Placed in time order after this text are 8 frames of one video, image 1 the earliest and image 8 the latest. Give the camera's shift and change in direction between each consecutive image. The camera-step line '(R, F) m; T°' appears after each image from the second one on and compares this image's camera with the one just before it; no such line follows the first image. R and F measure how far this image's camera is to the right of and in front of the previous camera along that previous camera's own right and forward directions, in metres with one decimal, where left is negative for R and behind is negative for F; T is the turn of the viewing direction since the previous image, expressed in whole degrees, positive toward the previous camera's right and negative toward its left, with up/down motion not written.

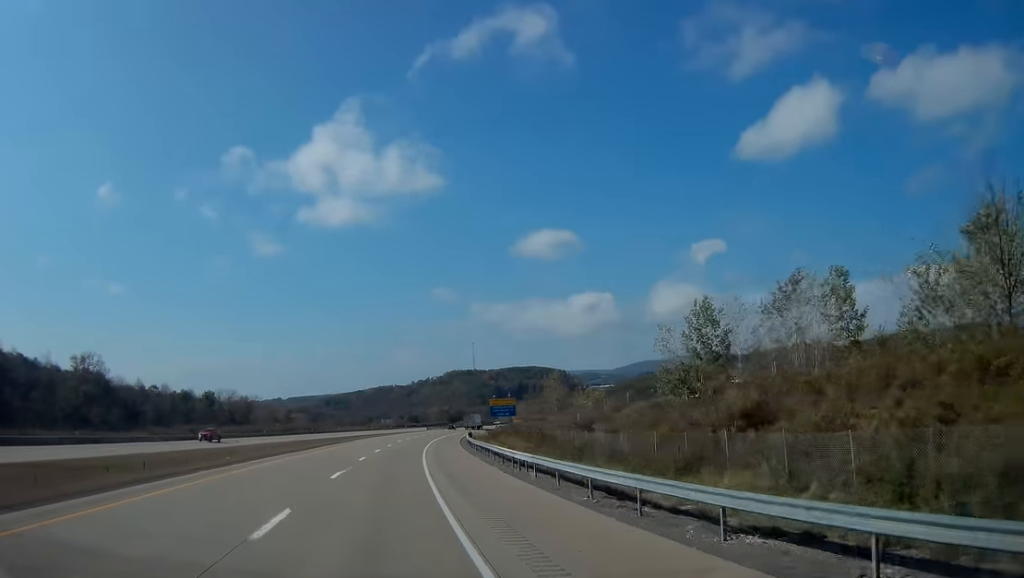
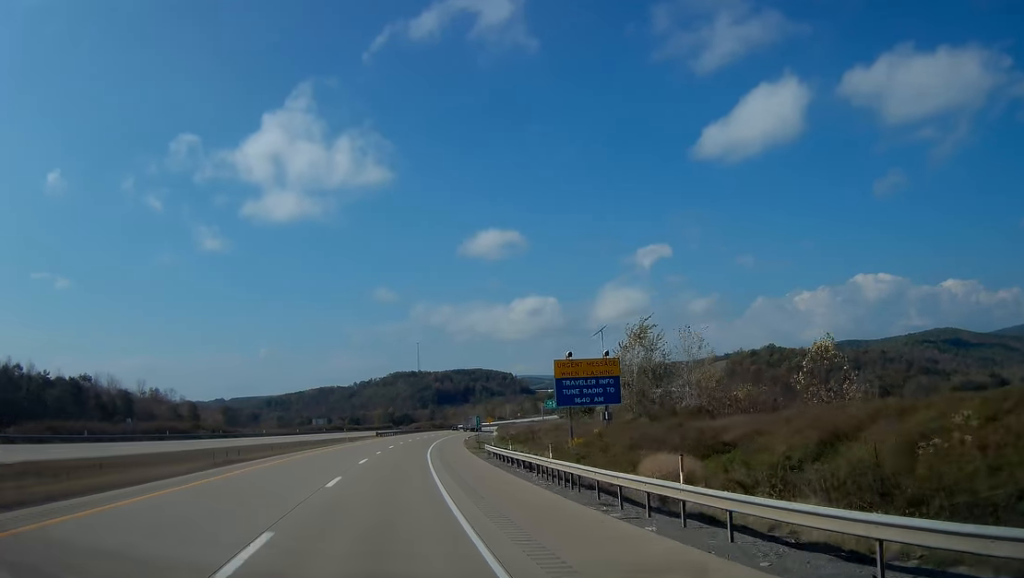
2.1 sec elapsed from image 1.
(+2.9, +63.0) m; +6°
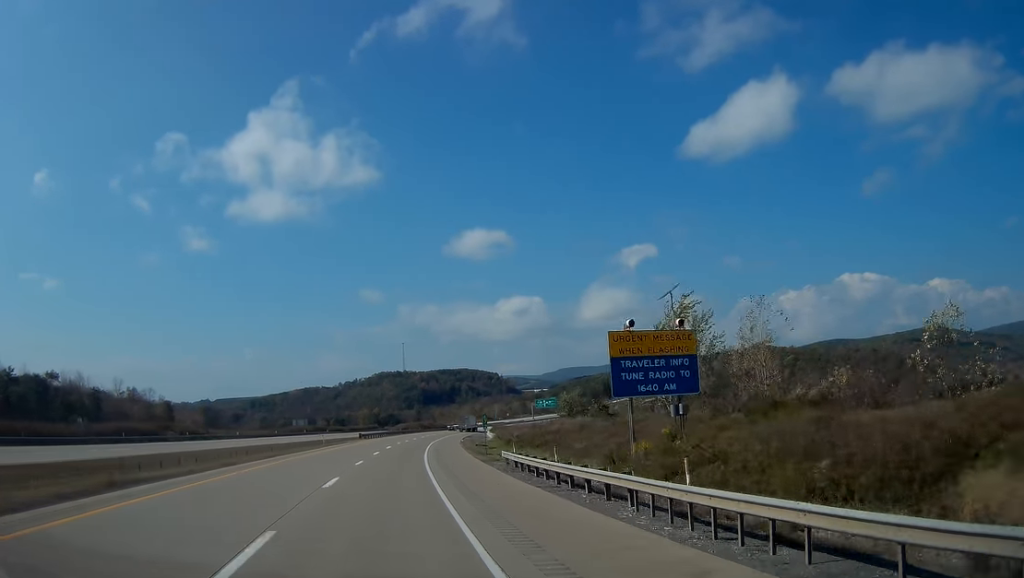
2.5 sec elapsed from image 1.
(+0.1, +12.0) m; +1°
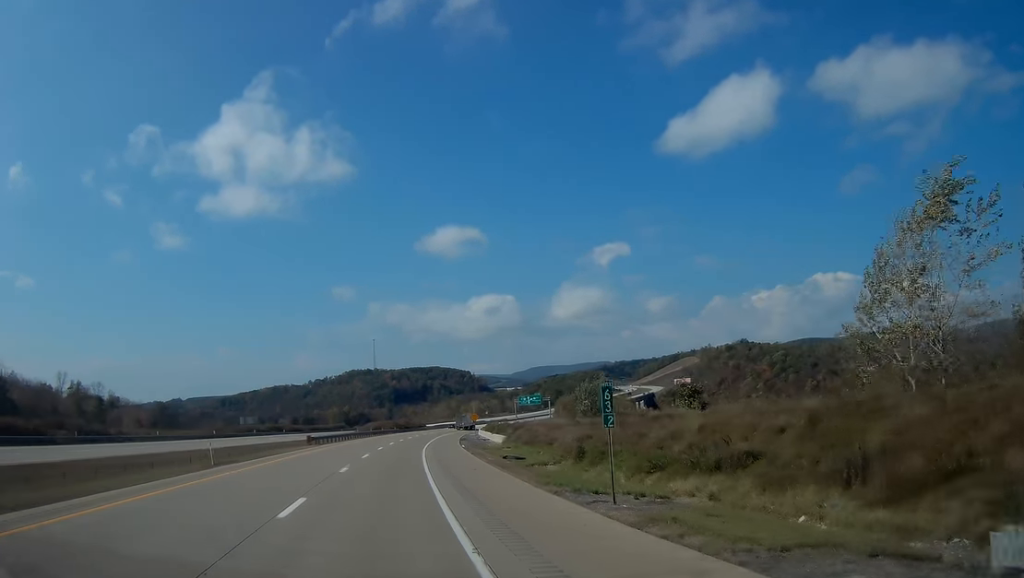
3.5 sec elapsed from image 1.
(+0.6, +30.9) m; +3°
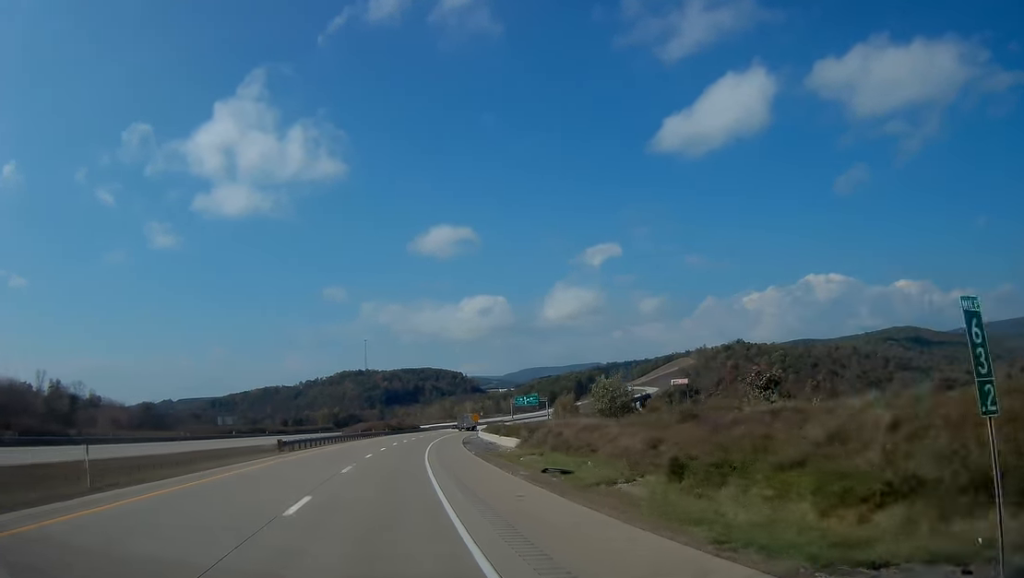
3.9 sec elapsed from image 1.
(+0.3, +11.9) m; +1°
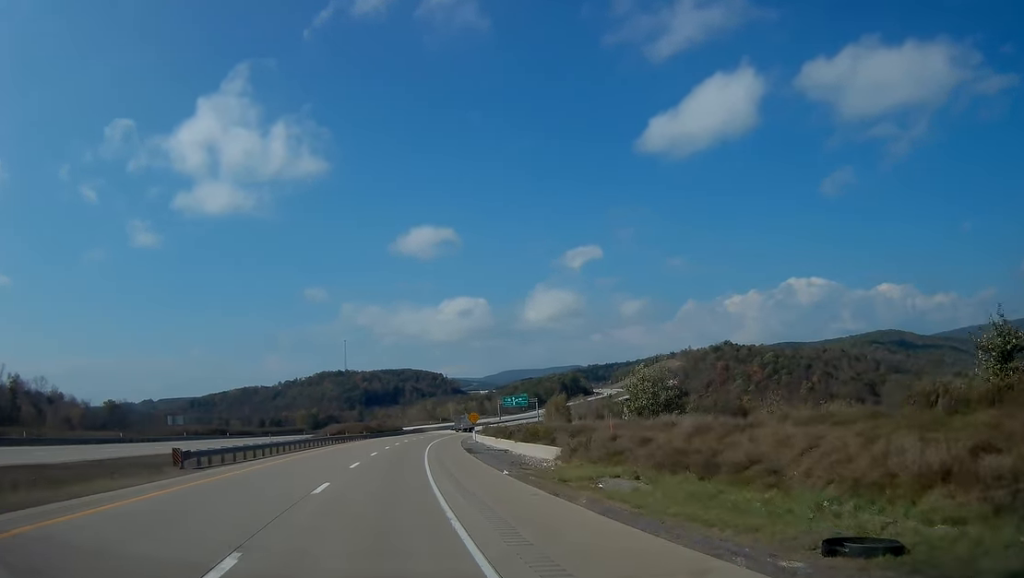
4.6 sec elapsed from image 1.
(+0.2, +19.8) m; +2°
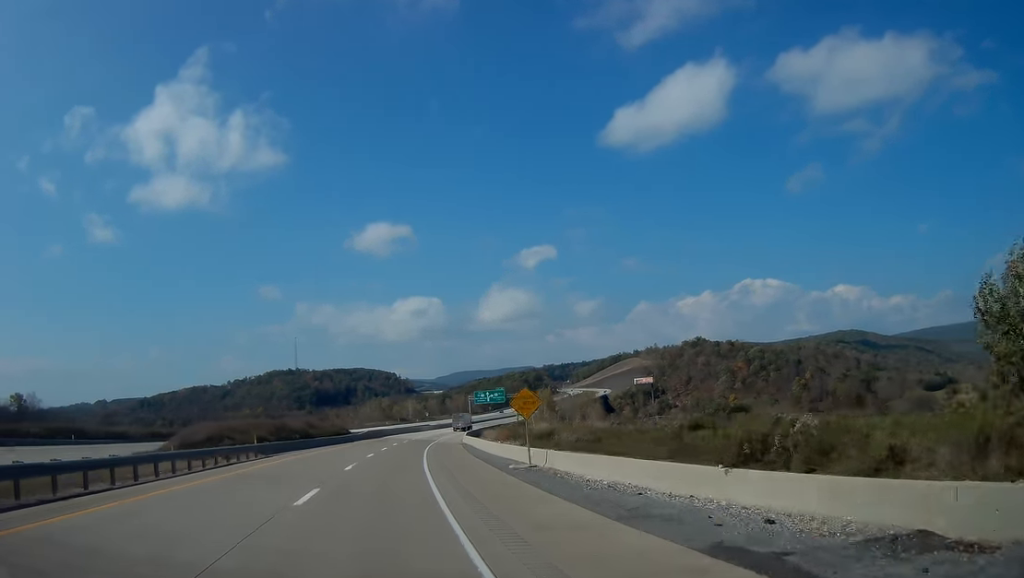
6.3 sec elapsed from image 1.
(+1.9, +51.5) m; +4°
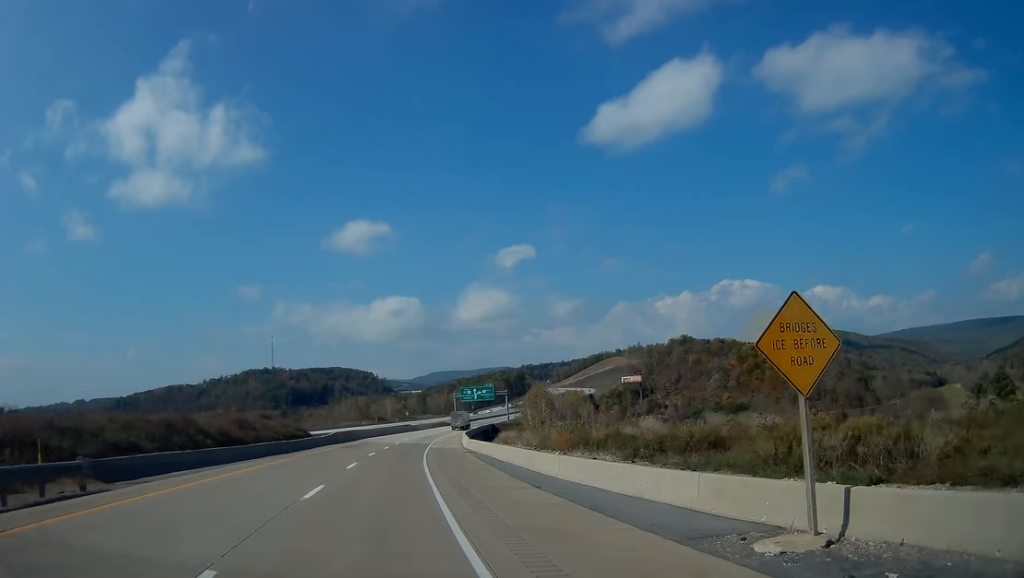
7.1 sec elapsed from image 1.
(+0.4, +23.4) m; +2°
